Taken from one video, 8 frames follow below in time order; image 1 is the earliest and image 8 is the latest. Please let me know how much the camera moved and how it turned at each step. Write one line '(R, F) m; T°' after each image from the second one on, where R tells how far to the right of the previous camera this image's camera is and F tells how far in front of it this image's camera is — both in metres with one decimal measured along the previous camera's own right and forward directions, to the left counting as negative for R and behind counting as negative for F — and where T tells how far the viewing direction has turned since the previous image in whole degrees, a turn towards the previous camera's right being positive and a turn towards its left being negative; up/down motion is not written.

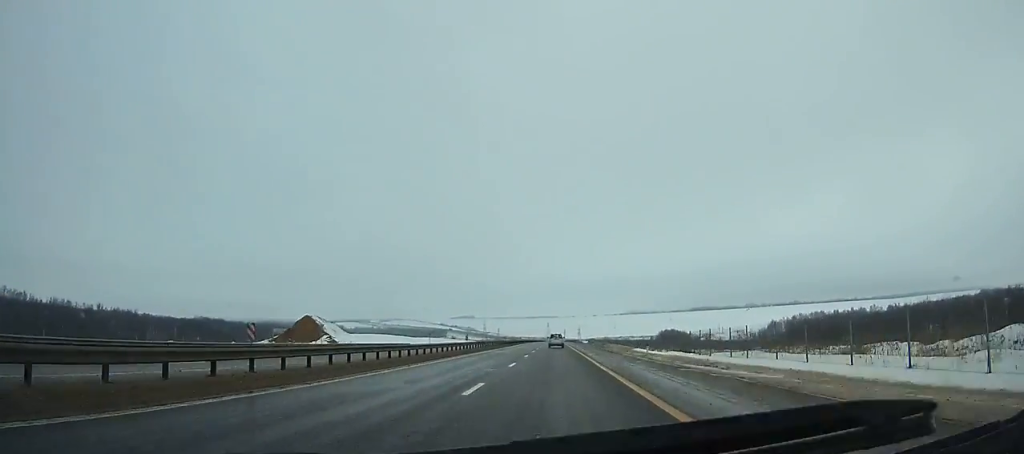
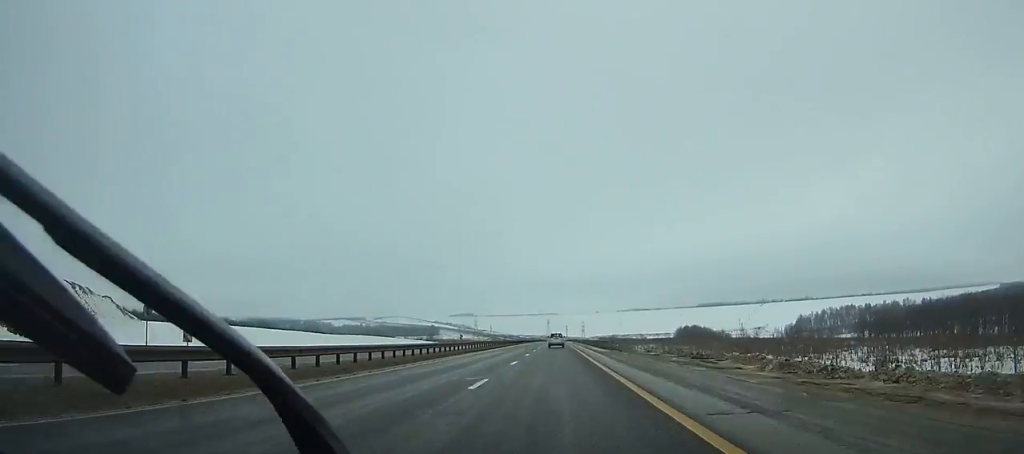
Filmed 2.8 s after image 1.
(-0.1, +83.0) m; 0°
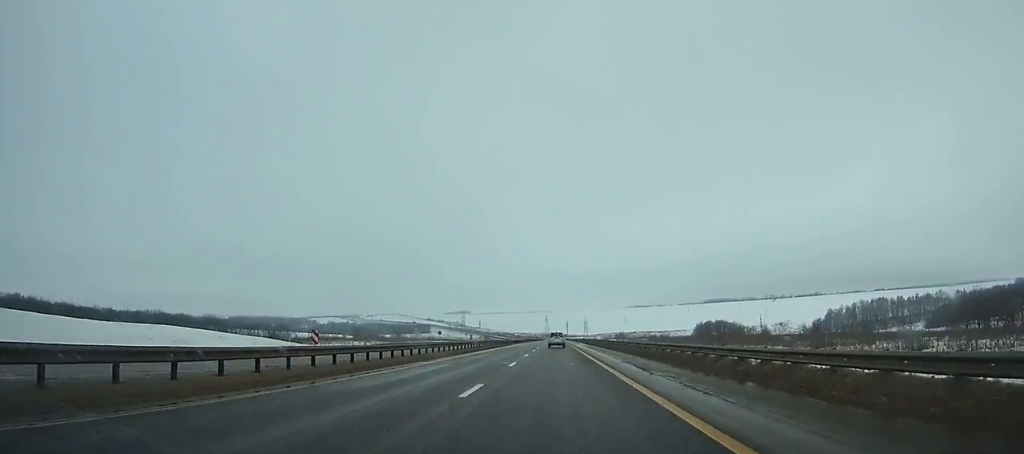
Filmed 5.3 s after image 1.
(0.0, +75.8) m; 0°
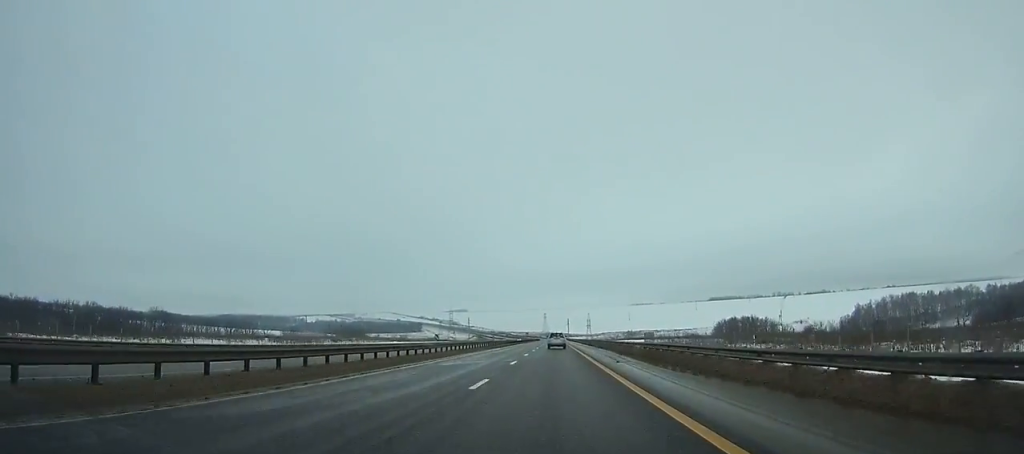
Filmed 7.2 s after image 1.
(+0.1, +58.5) m; 0°
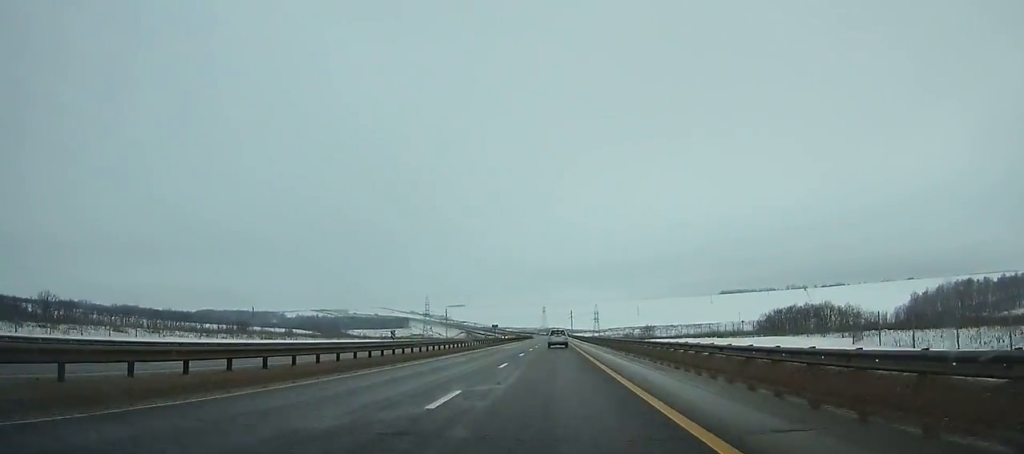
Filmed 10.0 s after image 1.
(+0.2, +87.5) m; 0°
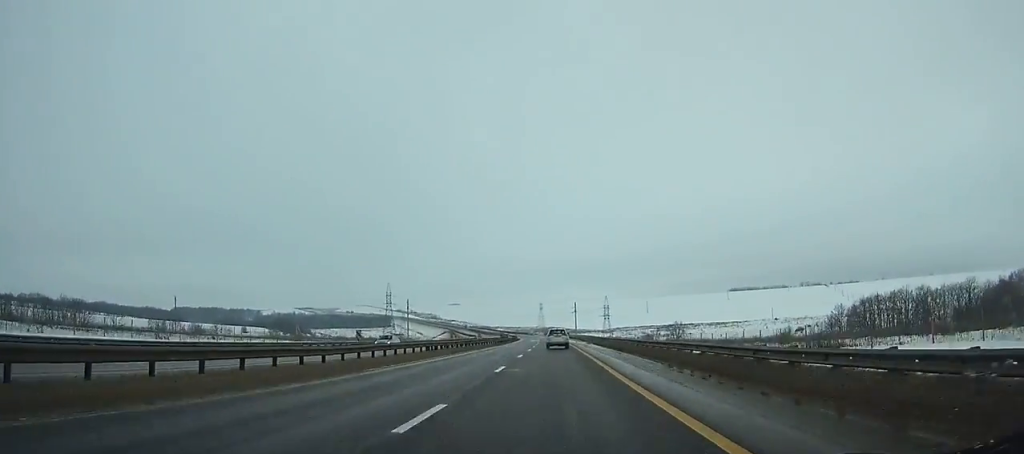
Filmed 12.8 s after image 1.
(-0.1, +88.2) m; 0°
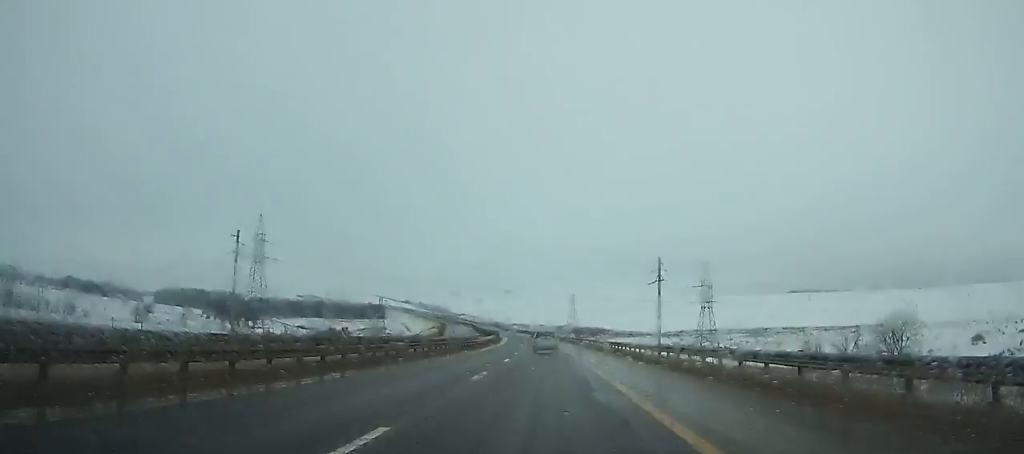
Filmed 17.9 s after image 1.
(-3.8, +160.5) m; -4°
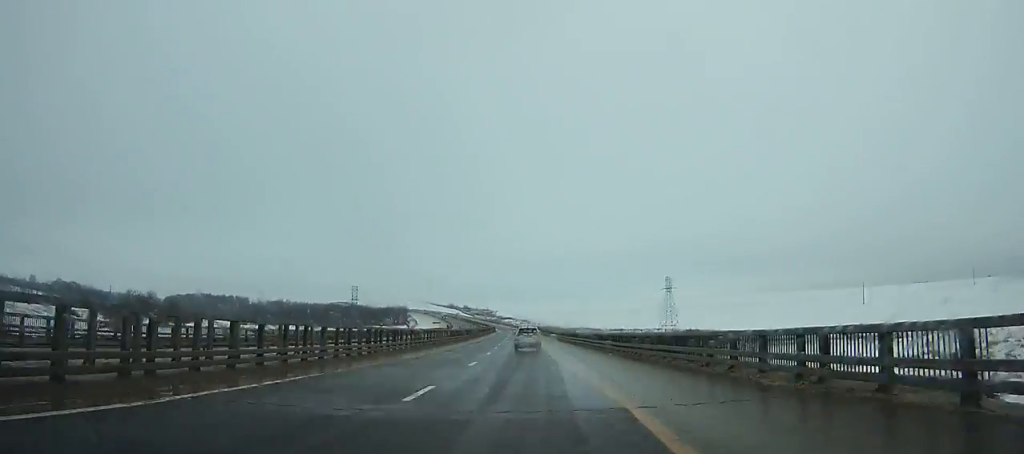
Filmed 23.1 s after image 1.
(-8.7, +162.2) m; -7°
